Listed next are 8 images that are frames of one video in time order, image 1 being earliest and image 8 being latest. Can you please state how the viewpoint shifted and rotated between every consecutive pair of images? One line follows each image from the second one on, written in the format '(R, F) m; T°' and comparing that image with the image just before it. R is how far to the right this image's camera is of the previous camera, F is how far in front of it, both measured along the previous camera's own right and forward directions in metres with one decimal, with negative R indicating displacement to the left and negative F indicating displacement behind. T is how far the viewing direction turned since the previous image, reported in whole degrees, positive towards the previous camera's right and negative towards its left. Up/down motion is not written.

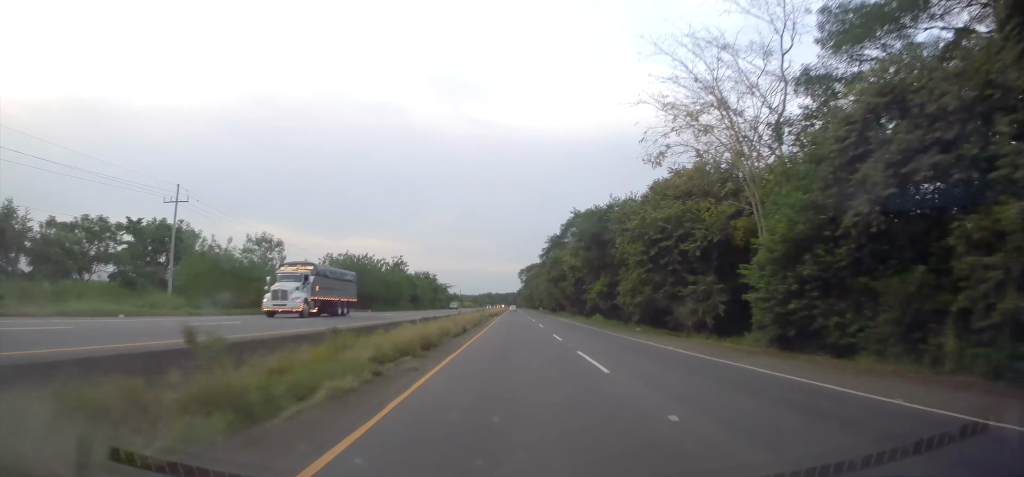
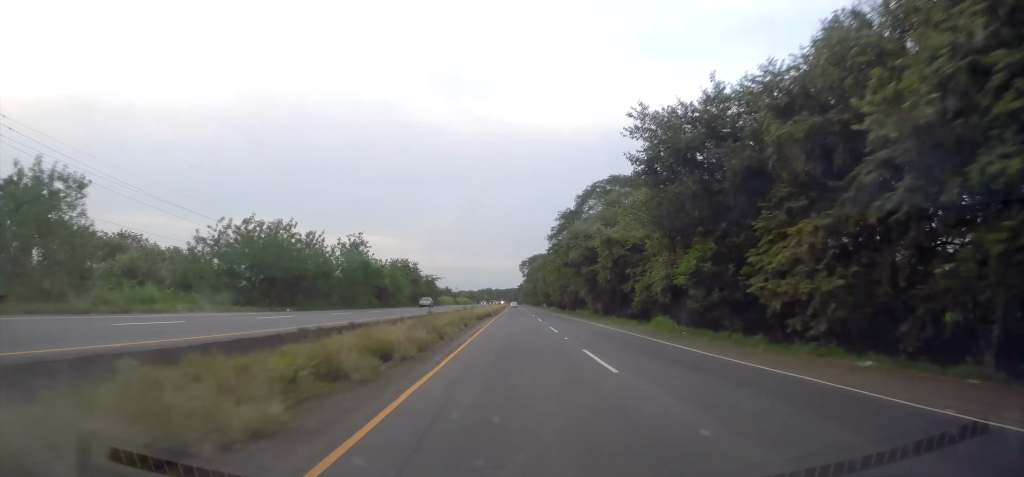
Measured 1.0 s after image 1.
(+0.1, +25.2) m; 0°
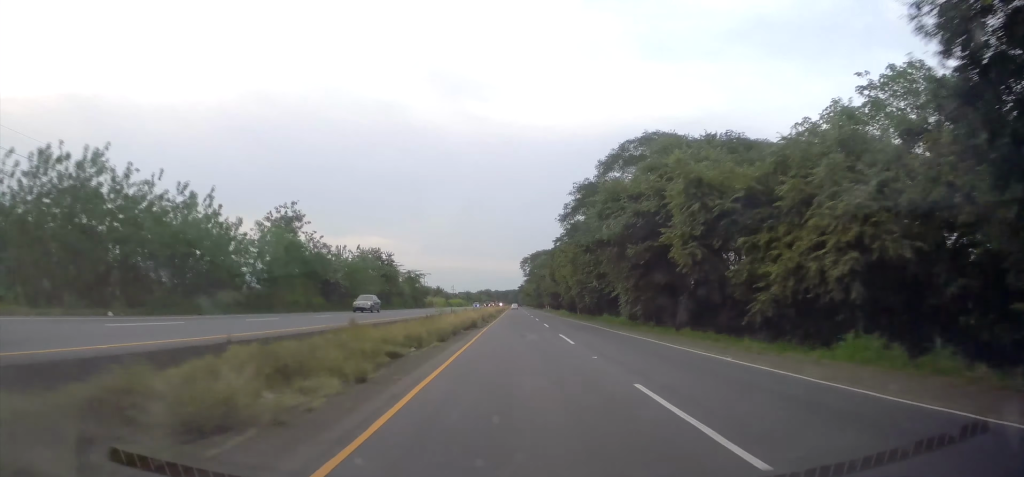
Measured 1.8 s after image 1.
(0.0, +21.0) m; 0°
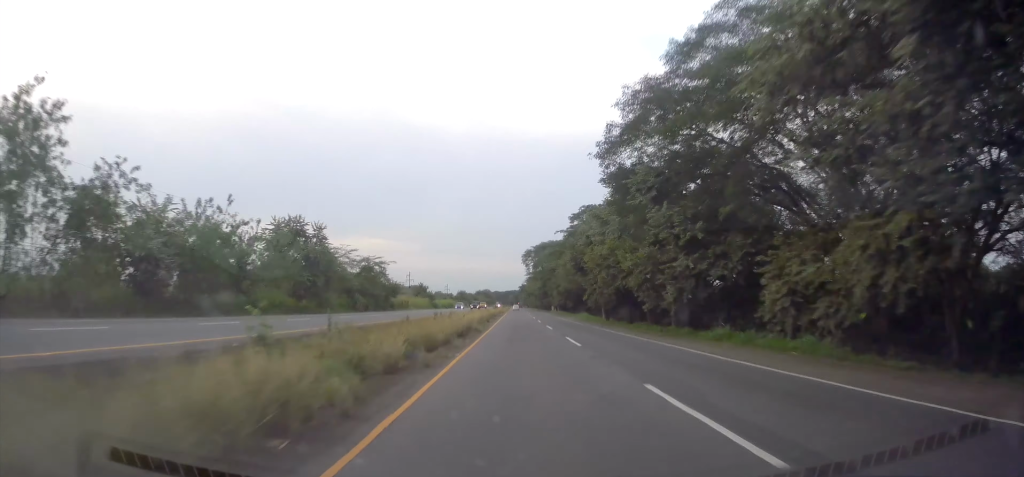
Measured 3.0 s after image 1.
(0.0, +29.5) m; 0°
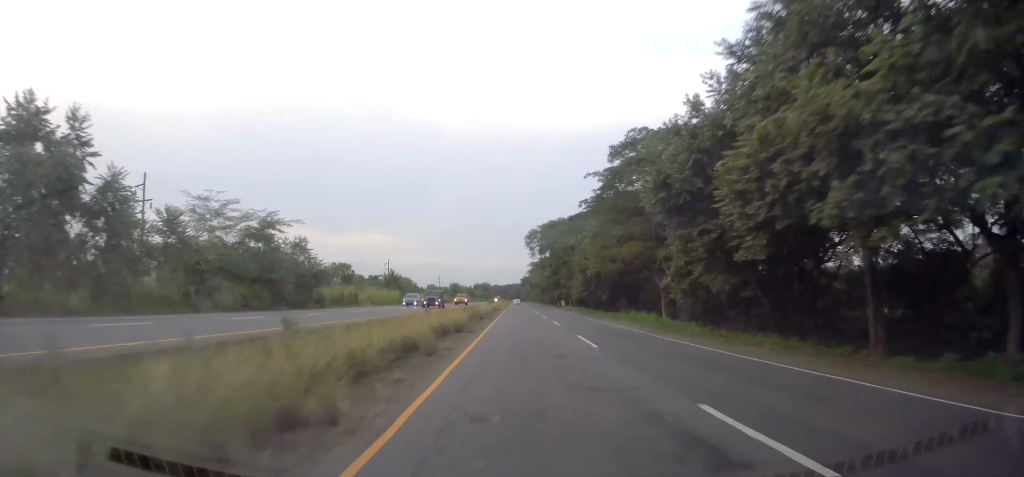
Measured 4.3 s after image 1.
(-0.4, +31.7) m; 0°
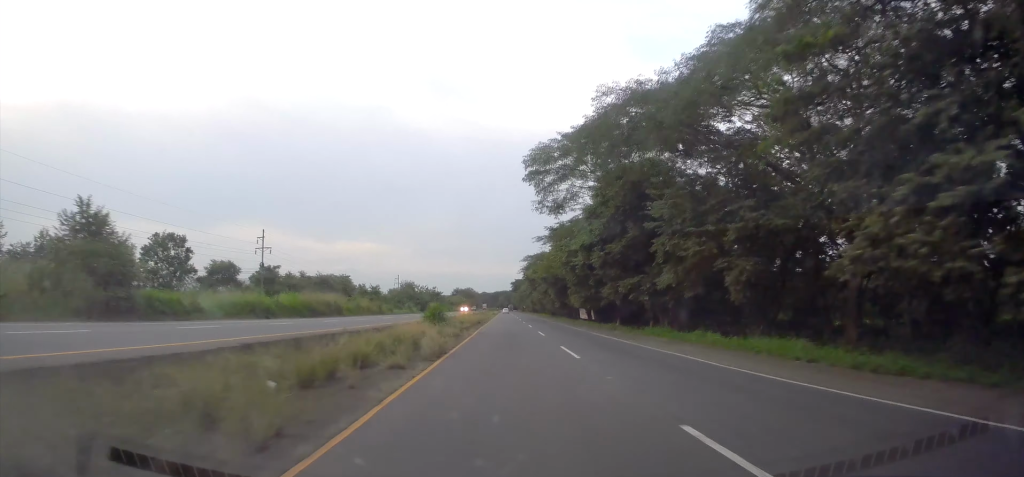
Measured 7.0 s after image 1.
(+0.5, +70.2) m; +1°
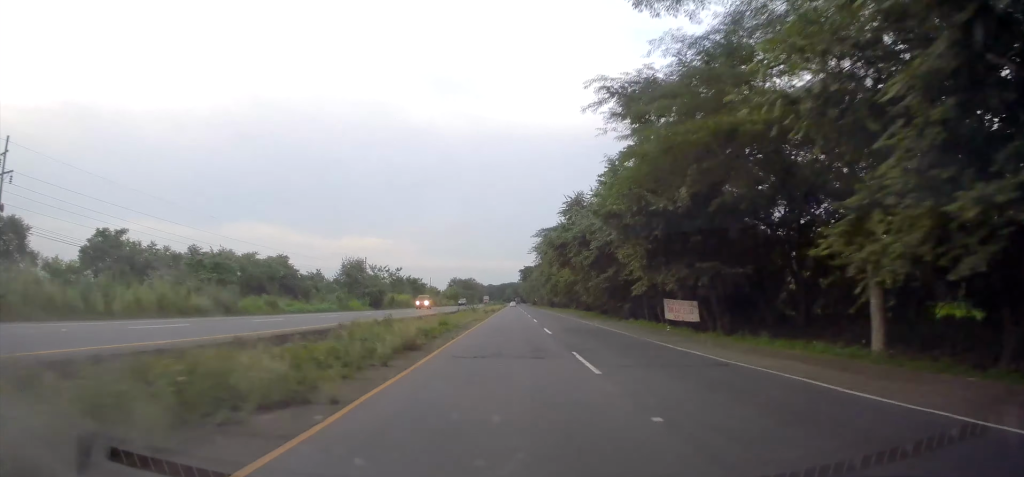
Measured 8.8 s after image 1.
(+0.4, +47.1) m; 0°
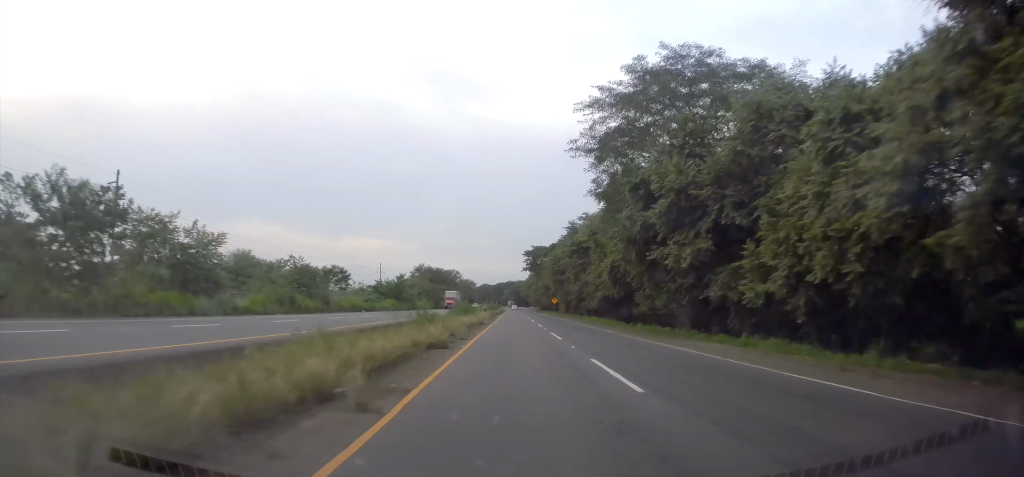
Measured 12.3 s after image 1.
(-1.0, +88.0) m; -1°
